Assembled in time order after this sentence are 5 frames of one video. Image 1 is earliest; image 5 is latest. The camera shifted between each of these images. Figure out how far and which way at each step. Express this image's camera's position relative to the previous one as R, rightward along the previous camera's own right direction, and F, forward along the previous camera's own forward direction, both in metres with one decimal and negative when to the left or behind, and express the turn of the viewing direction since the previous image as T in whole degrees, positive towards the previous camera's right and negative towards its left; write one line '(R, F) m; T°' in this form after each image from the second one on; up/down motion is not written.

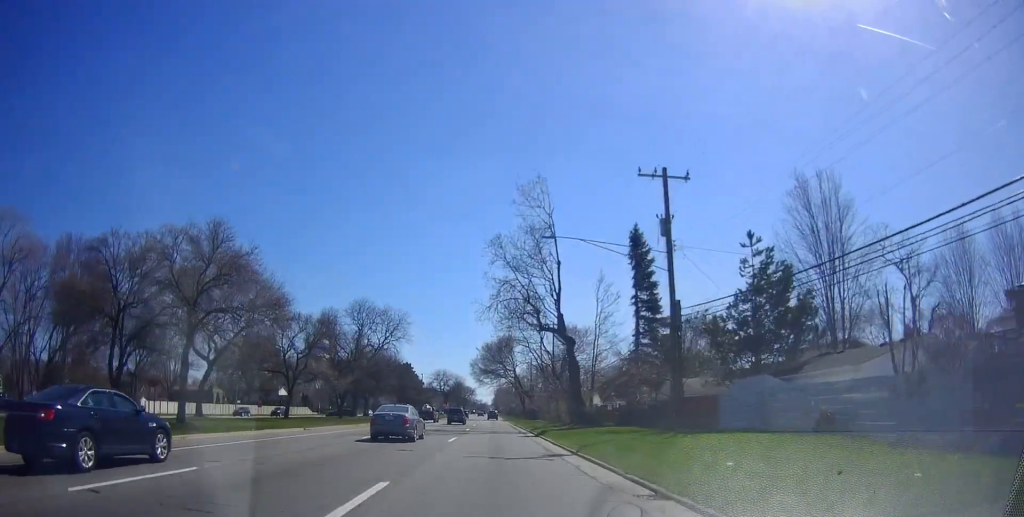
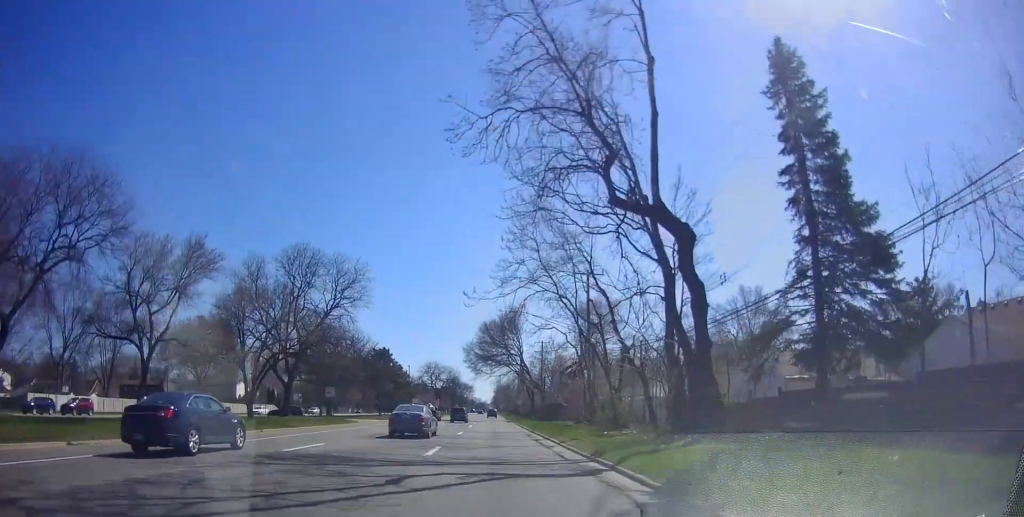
(-0.1, +25.8) m; +1°
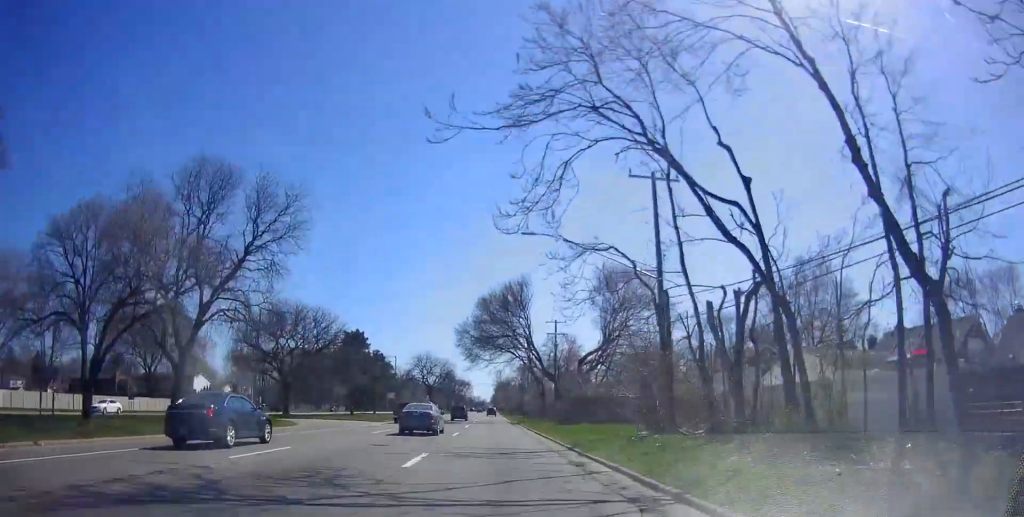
(+0.1, +19.5) m; 0°
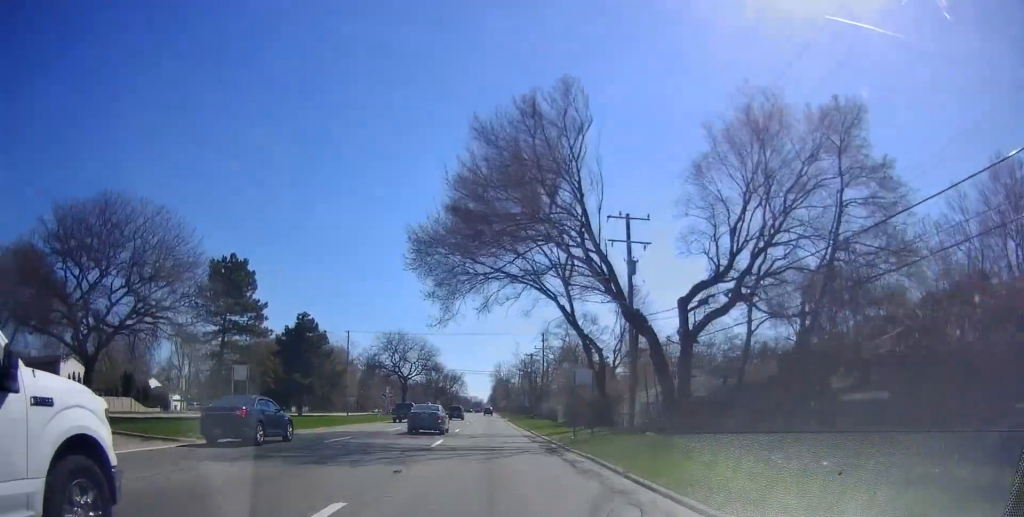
(-0.4, +38.9) m; -1°
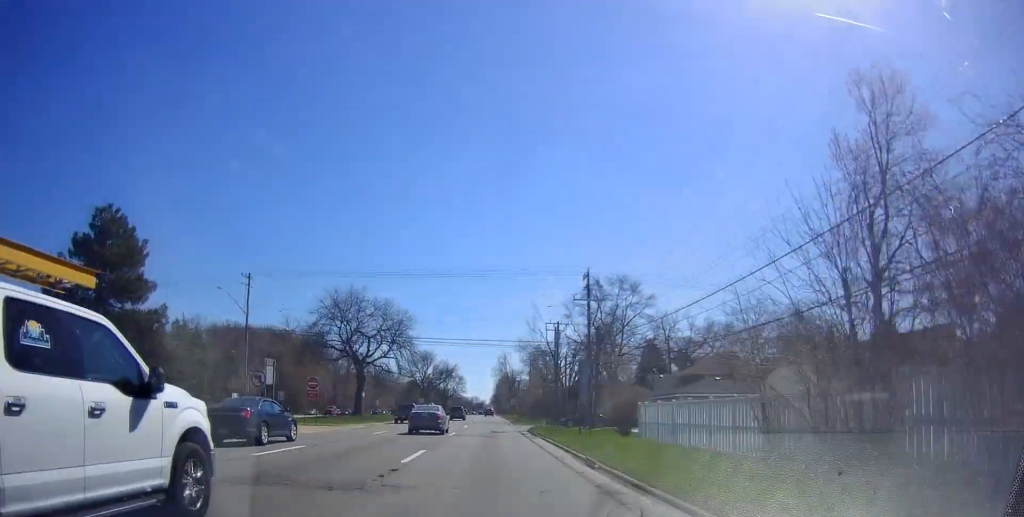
(+0.4, +37.2) m; +2°
